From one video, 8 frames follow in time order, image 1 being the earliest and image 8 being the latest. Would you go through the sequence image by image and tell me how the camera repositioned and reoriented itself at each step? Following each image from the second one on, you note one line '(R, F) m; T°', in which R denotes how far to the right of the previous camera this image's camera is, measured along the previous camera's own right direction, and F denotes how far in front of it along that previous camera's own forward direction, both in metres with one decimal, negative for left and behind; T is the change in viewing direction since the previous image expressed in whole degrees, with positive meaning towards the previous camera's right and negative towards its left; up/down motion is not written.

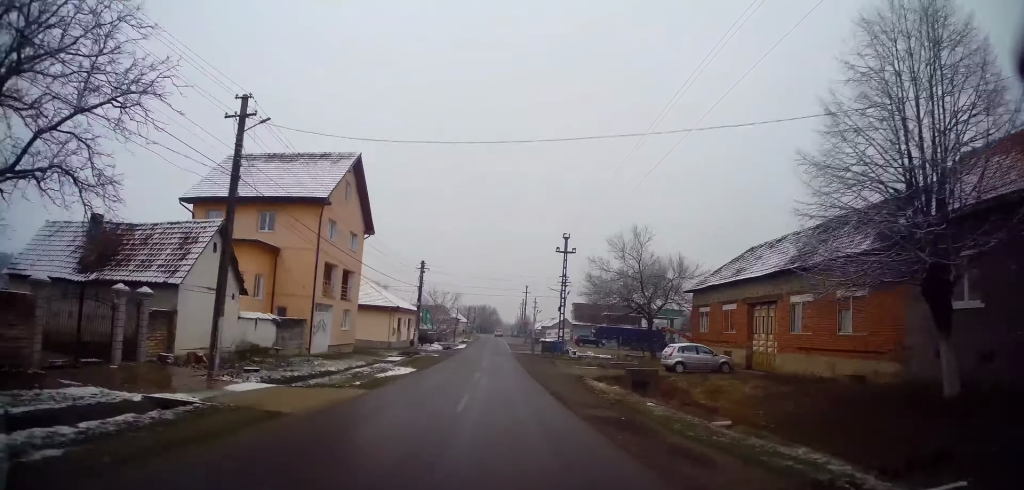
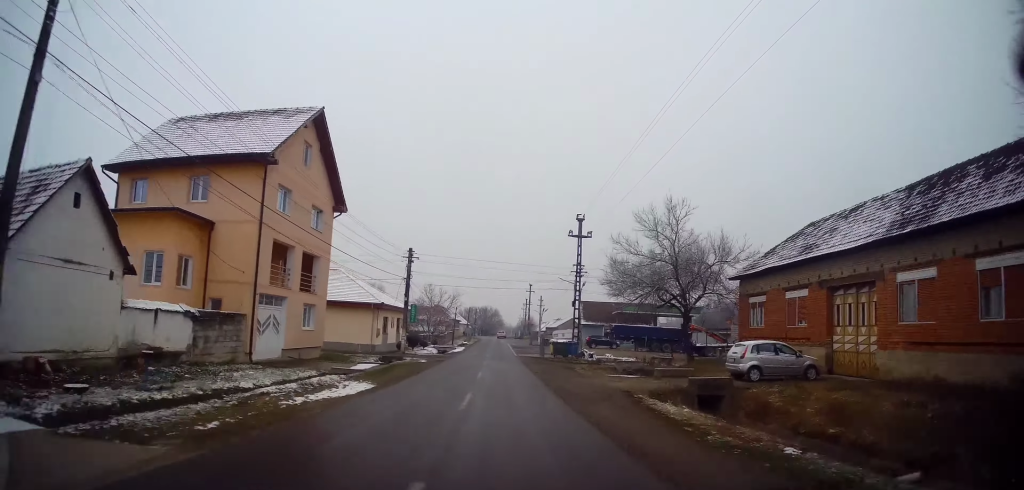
(-0.3, +8.0) m; 0°
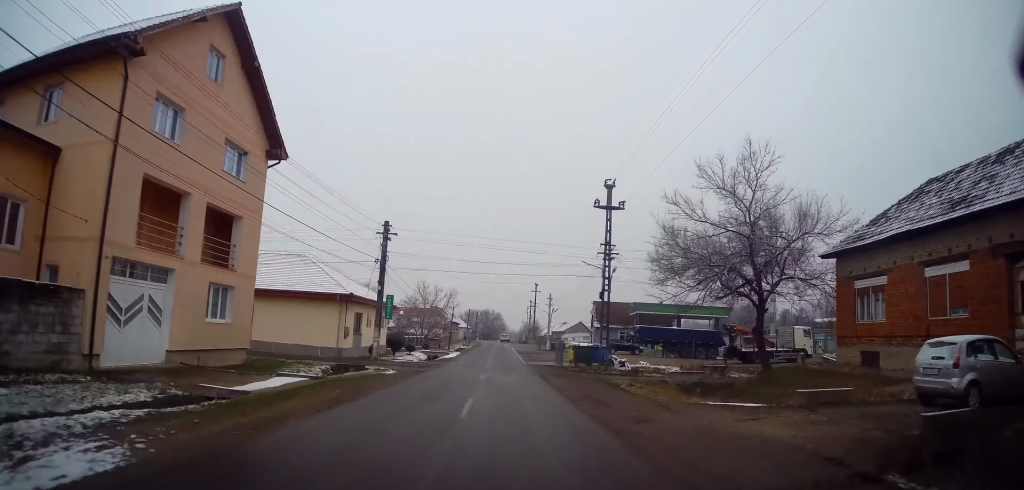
(-0.2, +10.2) m; 0°
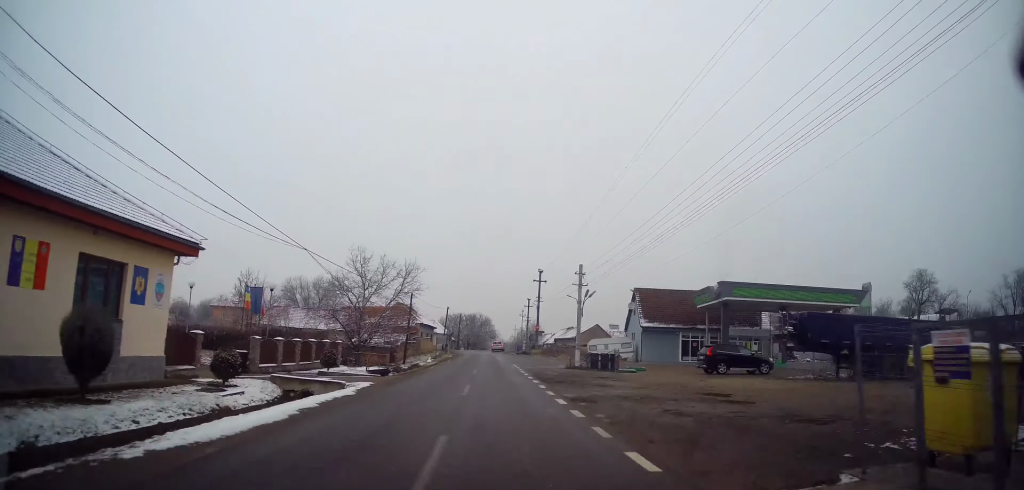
(+0.4, +31.1) m; +2°
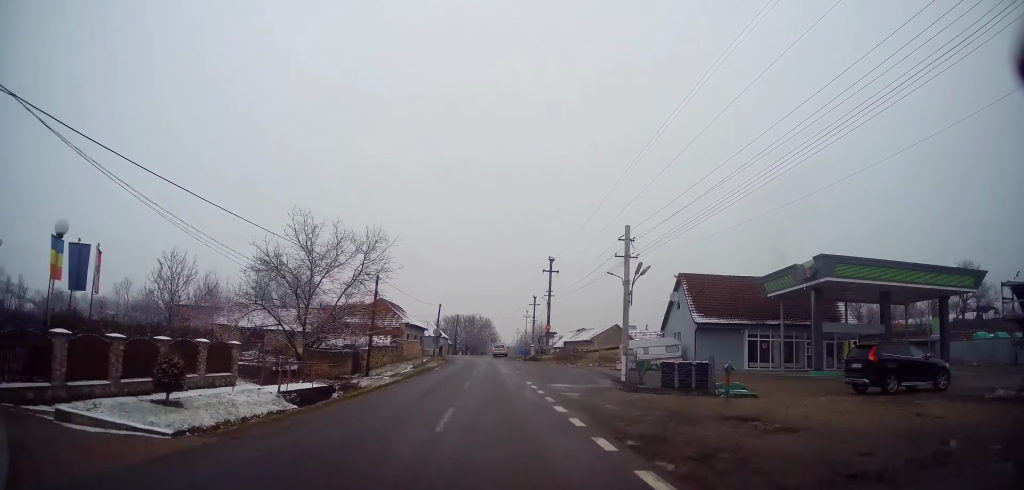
(+0.3, +13.6) m; -1°
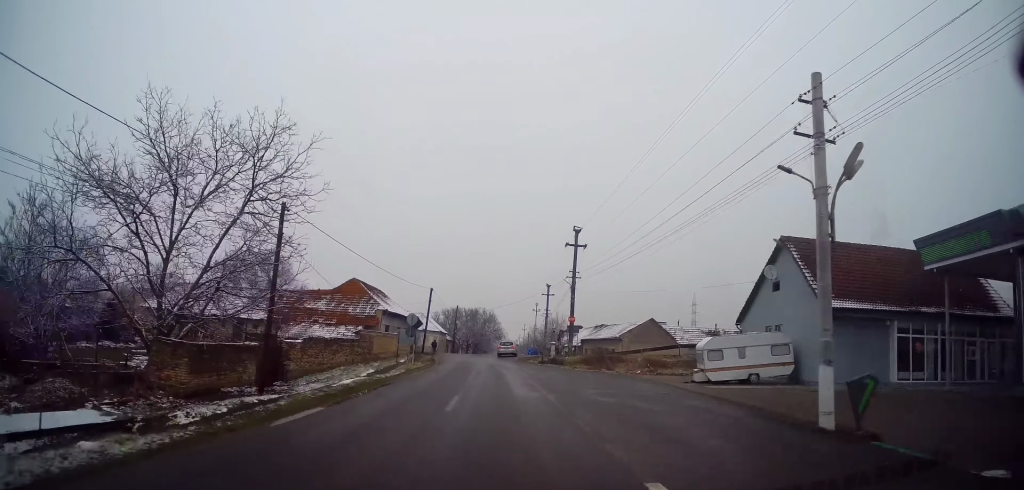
(-0.6, +14.8) m; 0°
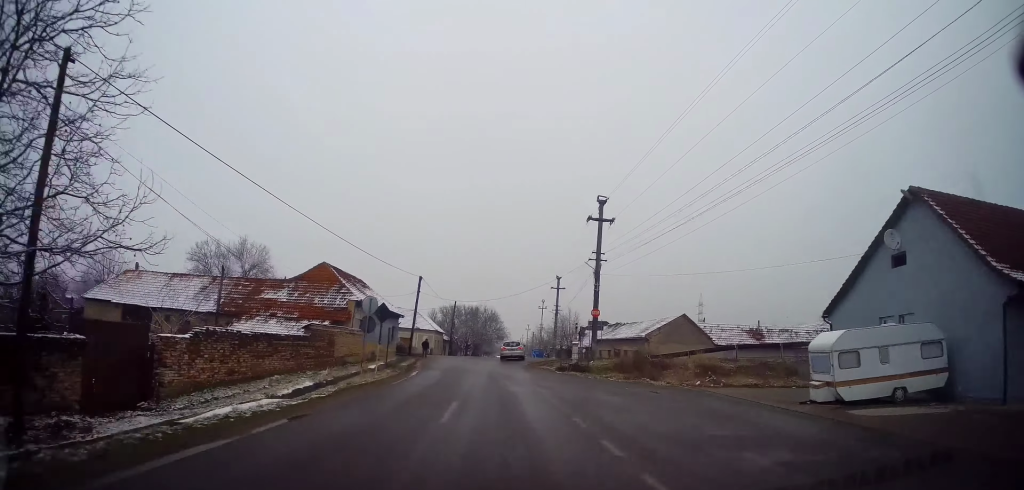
(+0.2, +9.7) m; +1°
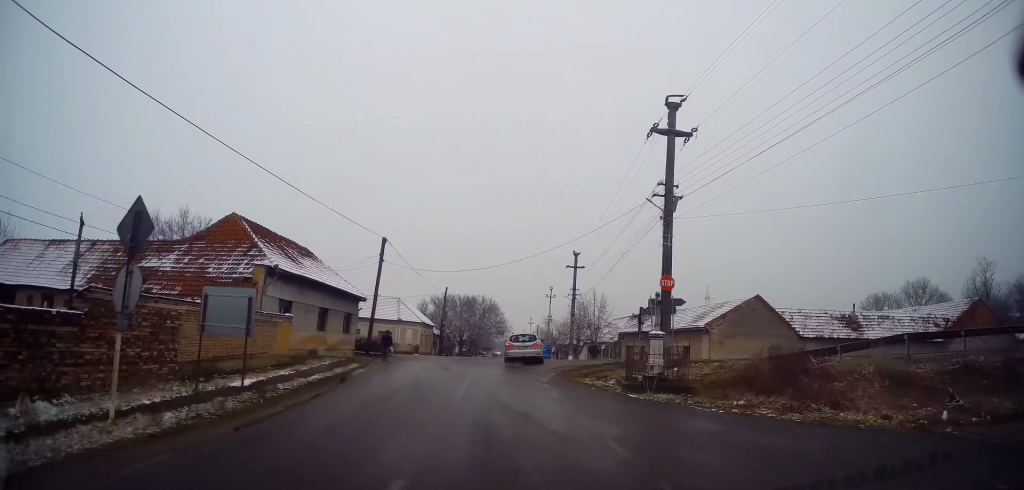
(+0.3, +15.2) m; 0°
